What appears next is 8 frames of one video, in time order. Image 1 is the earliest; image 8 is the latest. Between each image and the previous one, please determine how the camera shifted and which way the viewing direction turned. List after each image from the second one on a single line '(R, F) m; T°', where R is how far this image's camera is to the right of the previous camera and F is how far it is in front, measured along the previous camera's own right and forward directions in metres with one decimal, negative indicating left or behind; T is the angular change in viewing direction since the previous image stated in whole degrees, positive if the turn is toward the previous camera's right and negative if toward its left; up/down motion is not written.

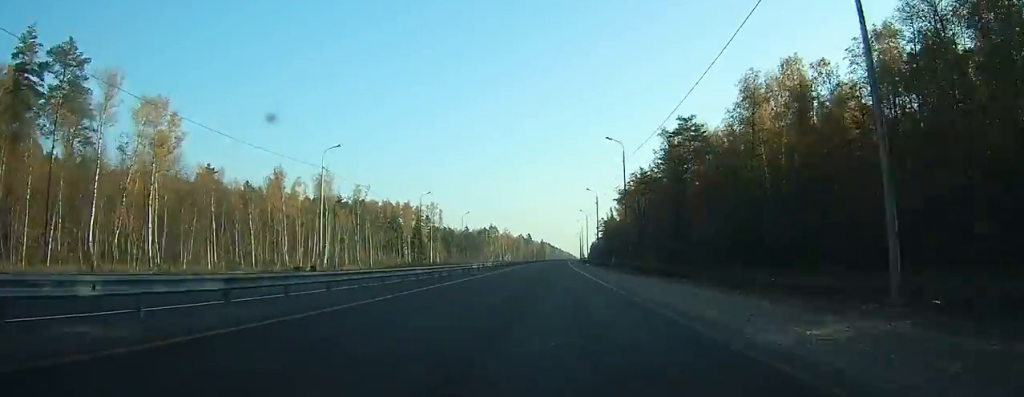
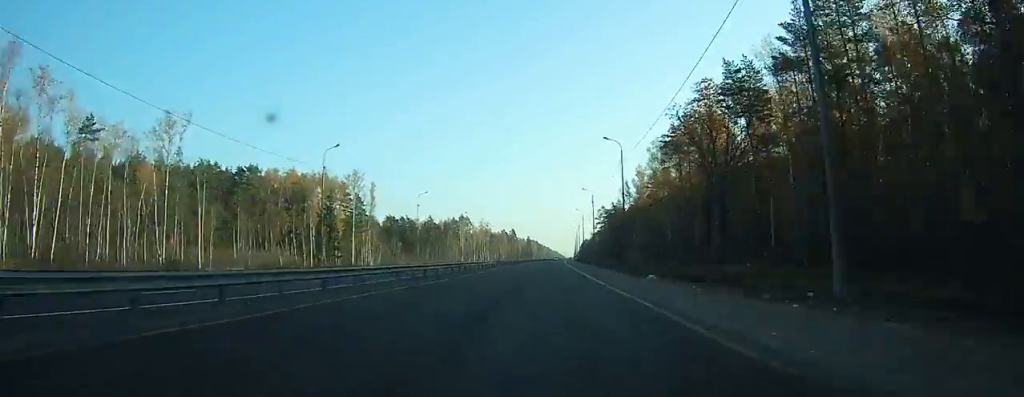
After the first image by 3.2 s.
(+0.2, +74.4) m; +1°
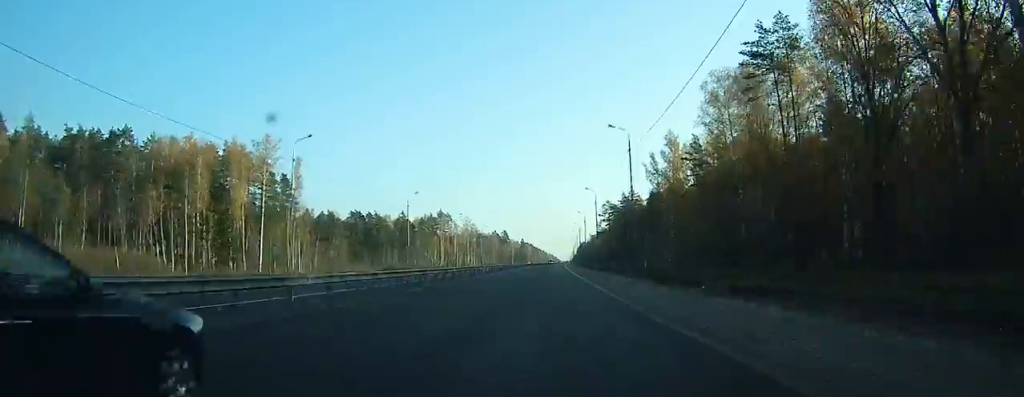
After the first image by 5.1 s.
(+0.2, +44.3) m; +1°
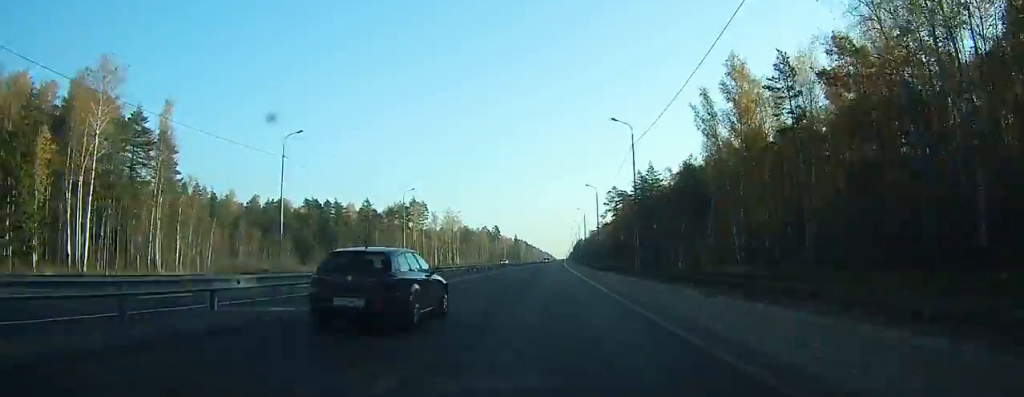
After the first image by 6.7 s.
(+0.3, +39.9) m; 0°
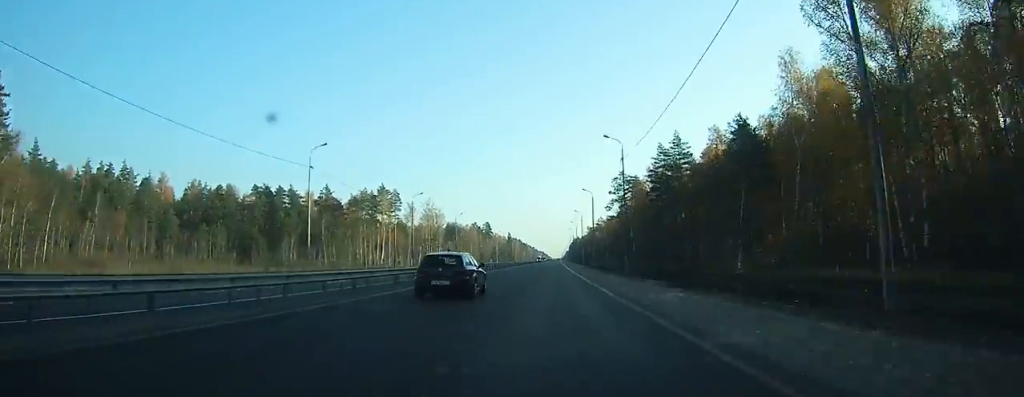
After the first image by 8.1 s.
(0.0, +32.2) m; 0°
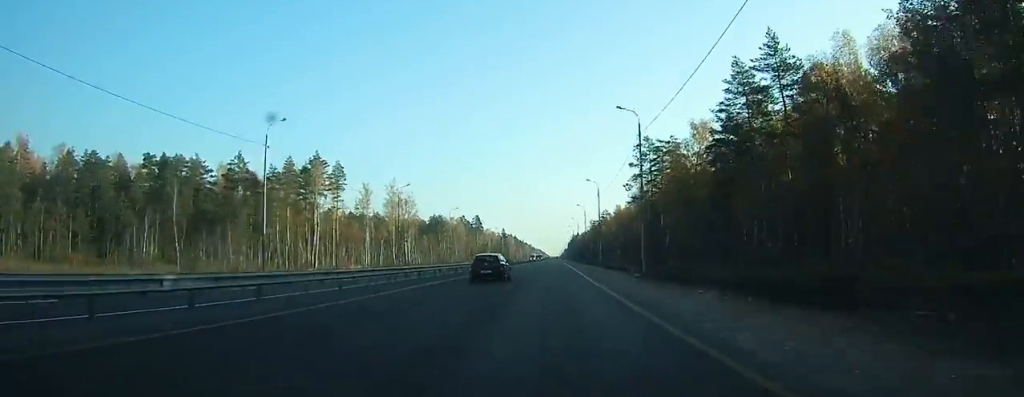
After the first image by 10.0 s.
(-0.1, +46.8) m; 0°
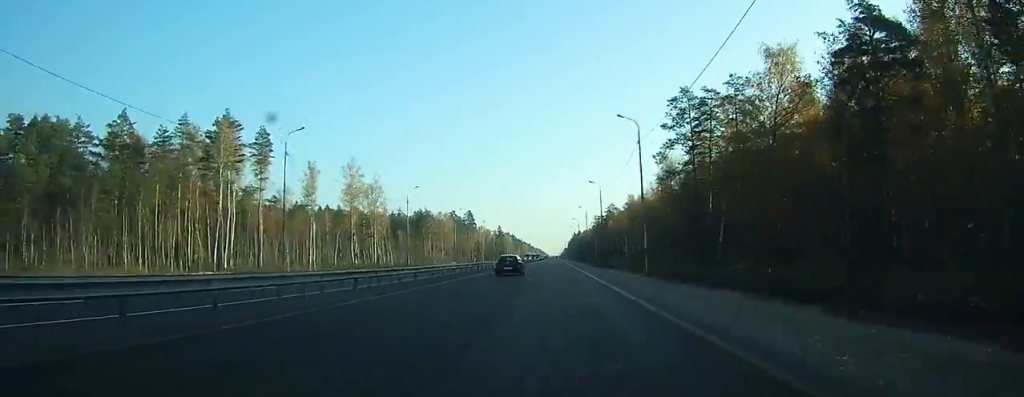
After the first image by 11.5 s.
(-0.1, +35.7) m; 0°
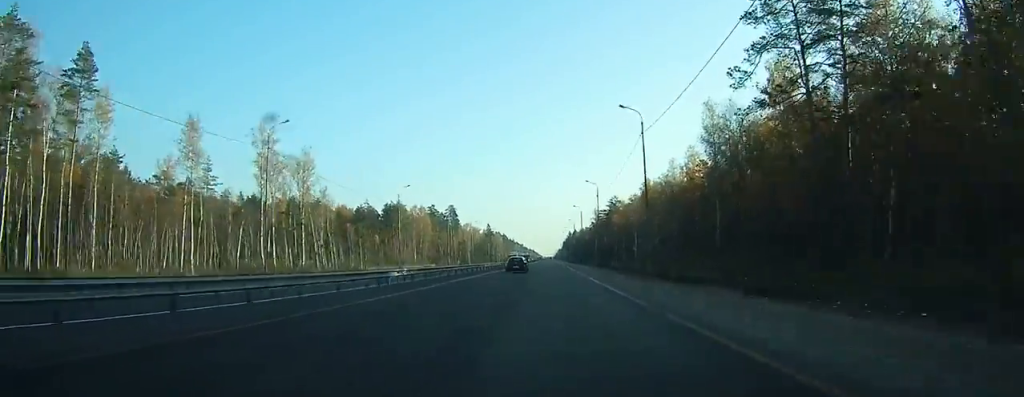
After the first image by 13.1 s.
(+0.3, +40.7) m; +1°
